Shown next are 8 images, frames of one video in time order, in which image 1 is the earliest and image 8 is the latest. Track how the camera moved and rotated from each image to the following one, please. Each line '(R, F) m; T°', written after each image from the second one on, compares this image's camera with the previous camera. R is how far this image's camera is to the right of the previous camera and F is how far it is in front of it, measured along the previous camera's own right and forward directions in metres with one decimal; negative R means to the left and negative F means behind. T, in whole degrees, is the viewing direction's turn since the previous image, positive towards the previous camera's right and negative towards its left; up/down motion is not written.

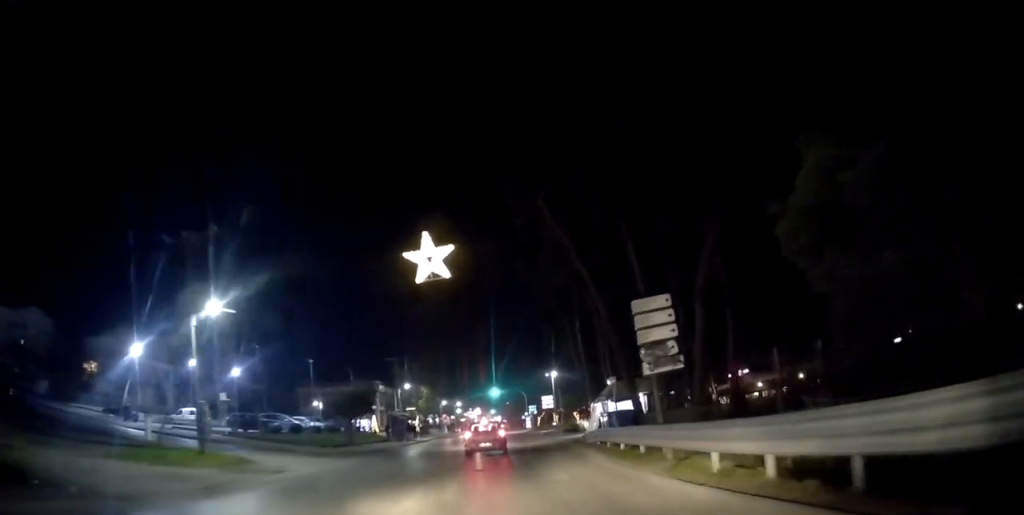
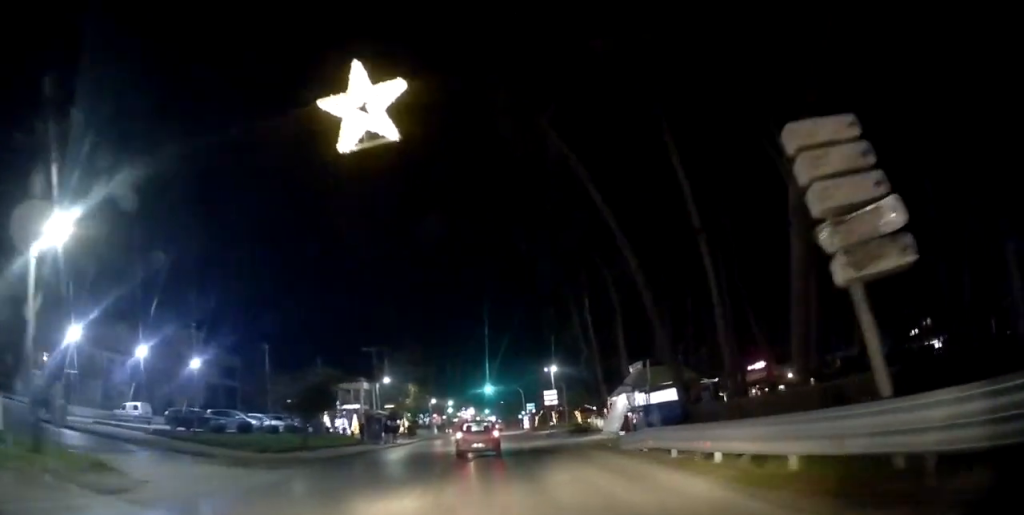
(+0.4, +8.5) m; 0°
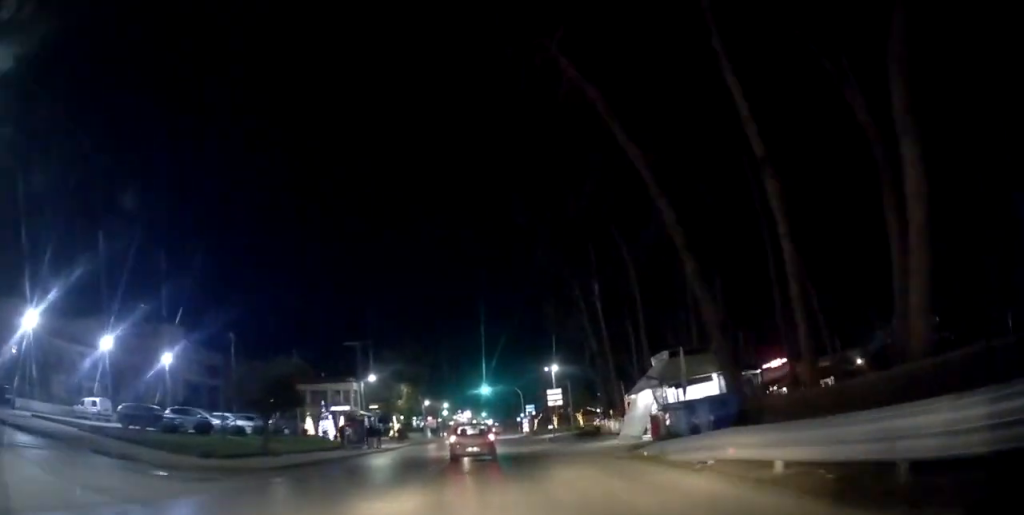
(0.0, +5.1) m; 0°
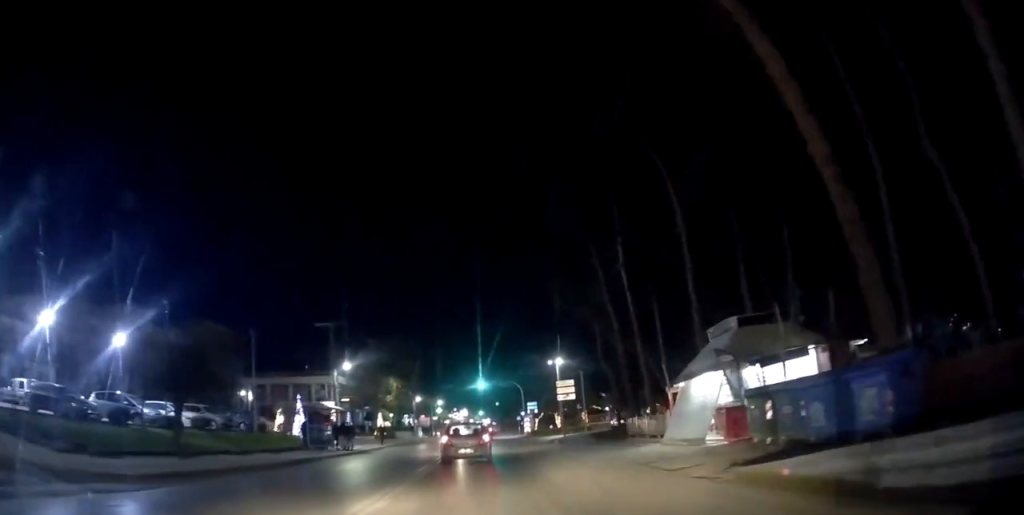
(-0.5, +7.6) m; 0°
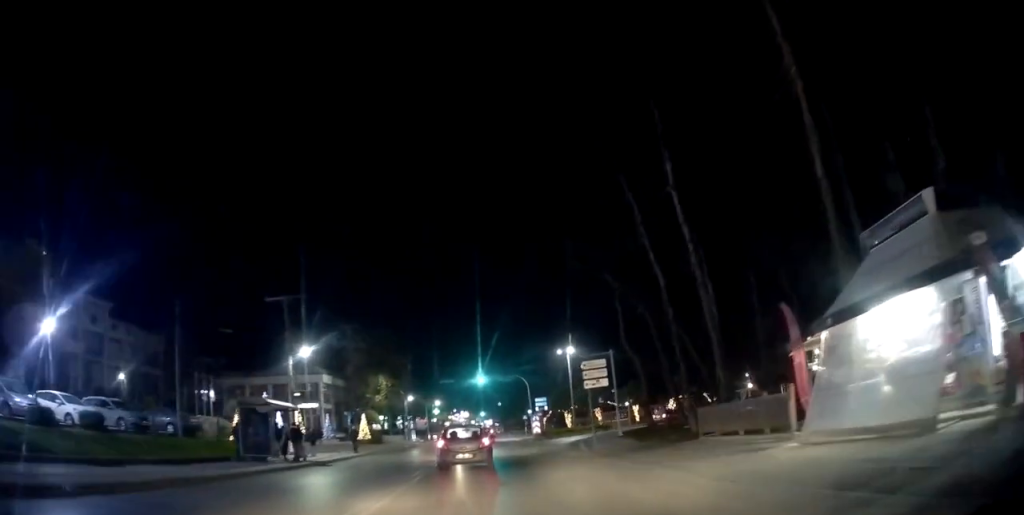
(+0.5, +9.5) m; 0°
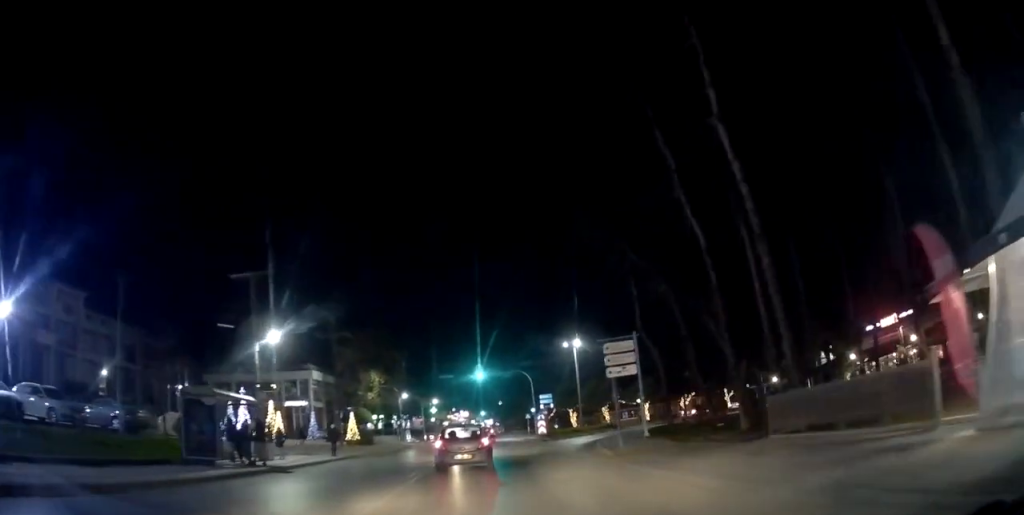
(-0.3, +4.9) m; 0°
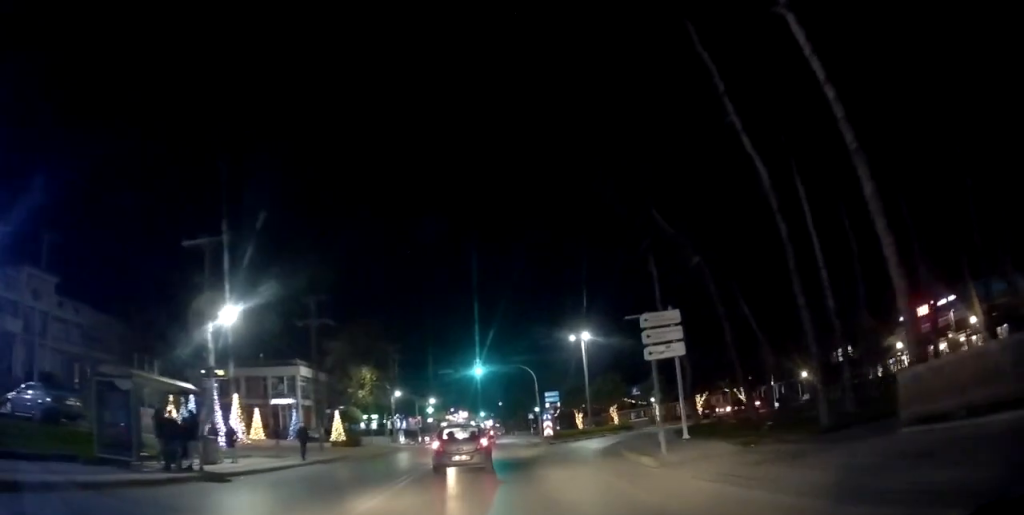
(-0.1, +5.0) m; +2°
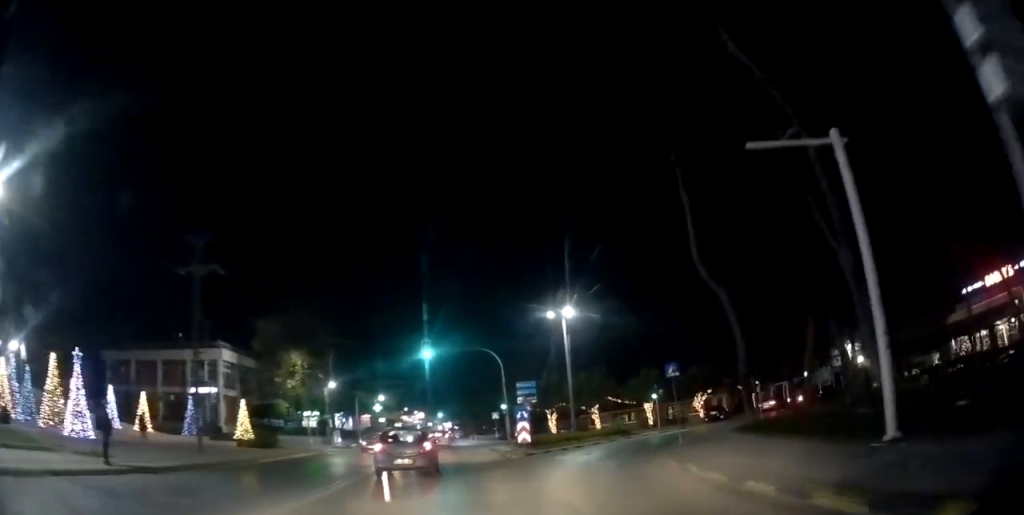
(+1.0, +11.4) m; +10°
